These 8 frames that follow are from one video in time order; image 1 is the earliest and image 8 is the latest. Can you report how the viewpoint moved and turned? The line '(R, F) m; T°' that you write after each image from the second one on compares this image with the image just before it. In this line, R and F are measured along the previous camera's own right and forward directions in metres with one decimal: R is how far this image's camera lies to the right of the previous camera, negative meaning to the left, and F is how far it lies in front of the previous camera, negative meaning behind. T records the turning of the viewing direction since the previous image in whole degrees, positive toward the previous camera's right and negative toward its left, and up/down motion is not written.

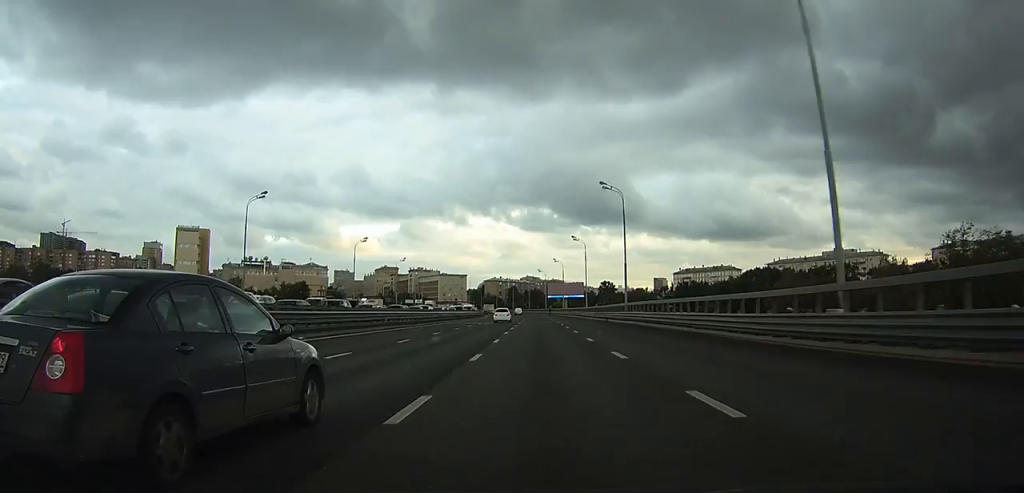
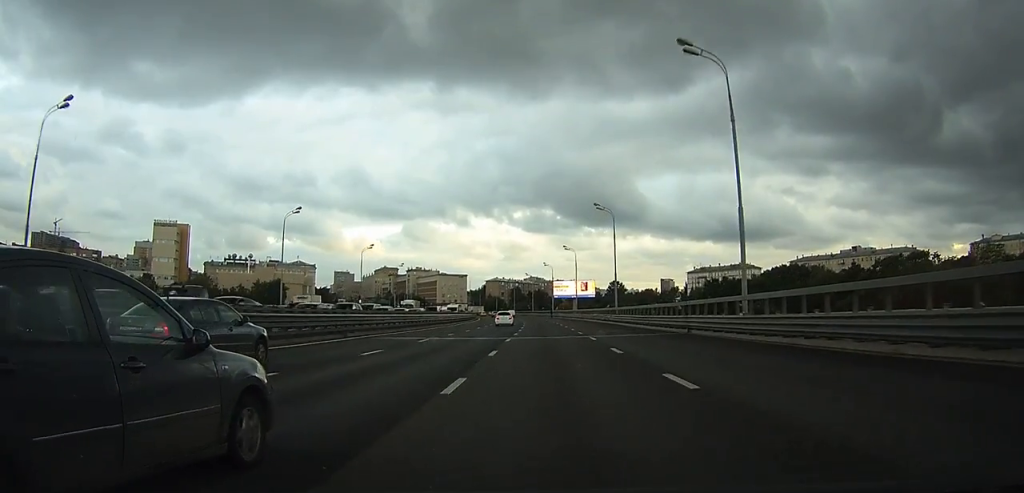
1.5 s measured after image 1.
(-0.2, +30.0) m; -1°
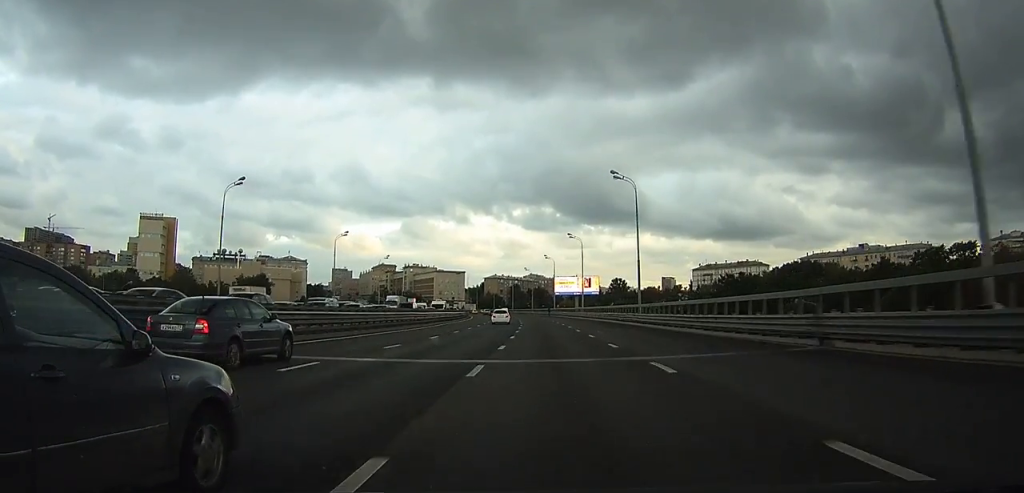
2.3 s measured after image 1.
(0.0, +14.4) m; 0°
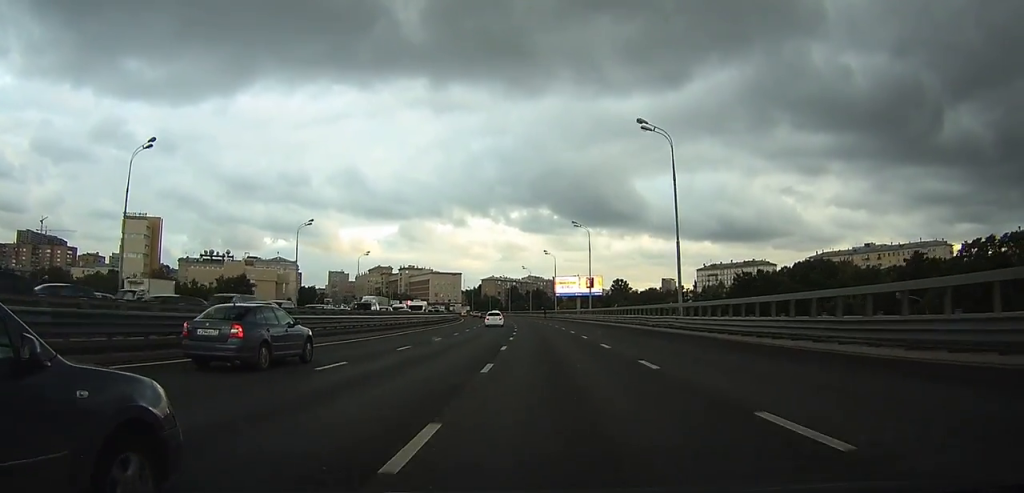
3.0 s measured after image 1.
(0.0, +14.4) m; 0°
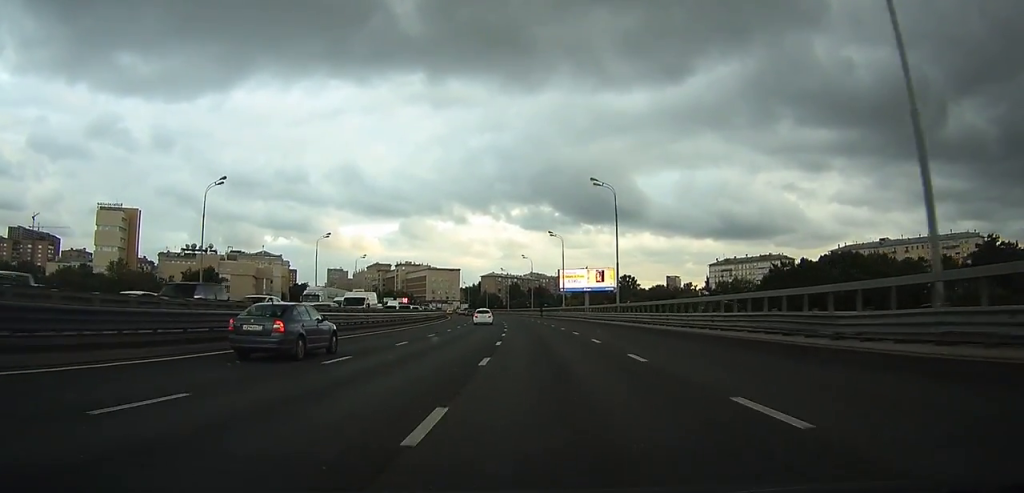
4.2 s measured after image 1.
(+0.1, +23.6) m; 0°
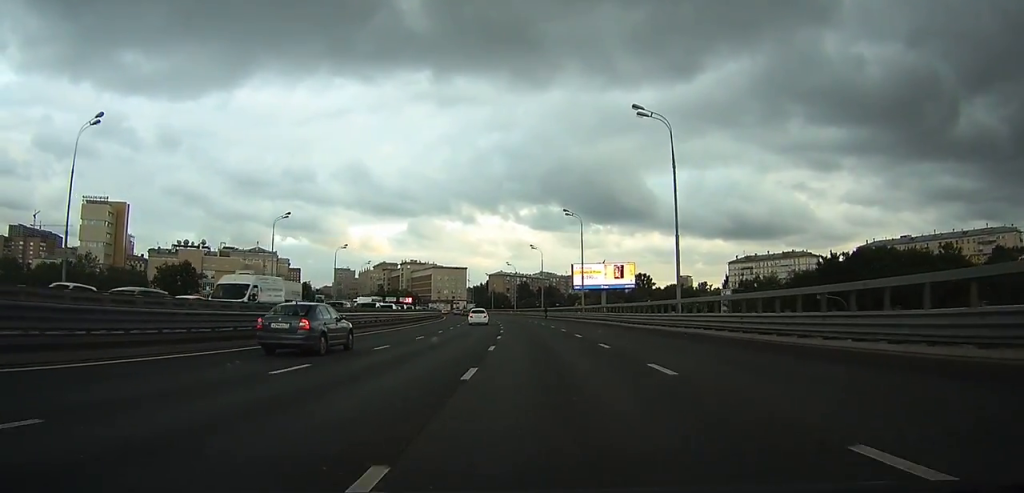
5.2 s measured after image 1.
(0.0, +19.1) m; -1°
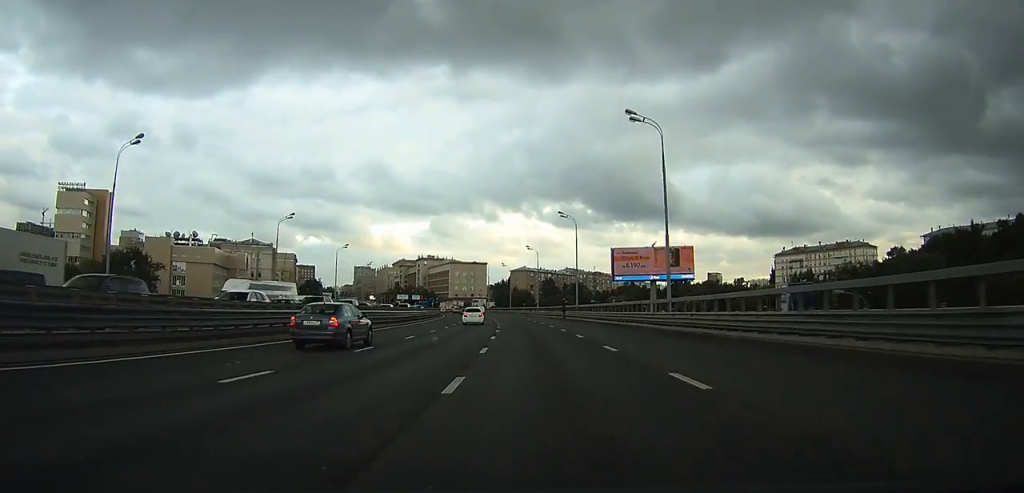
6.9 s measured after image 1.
(-0.7, +34.5) m; -2°
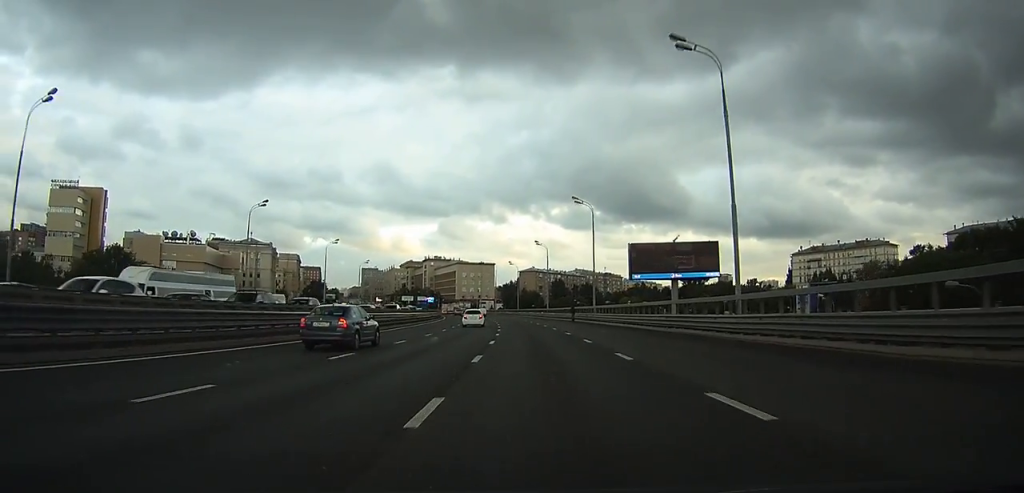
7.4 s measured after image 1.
(-0.1, +10.6) m; -1°
